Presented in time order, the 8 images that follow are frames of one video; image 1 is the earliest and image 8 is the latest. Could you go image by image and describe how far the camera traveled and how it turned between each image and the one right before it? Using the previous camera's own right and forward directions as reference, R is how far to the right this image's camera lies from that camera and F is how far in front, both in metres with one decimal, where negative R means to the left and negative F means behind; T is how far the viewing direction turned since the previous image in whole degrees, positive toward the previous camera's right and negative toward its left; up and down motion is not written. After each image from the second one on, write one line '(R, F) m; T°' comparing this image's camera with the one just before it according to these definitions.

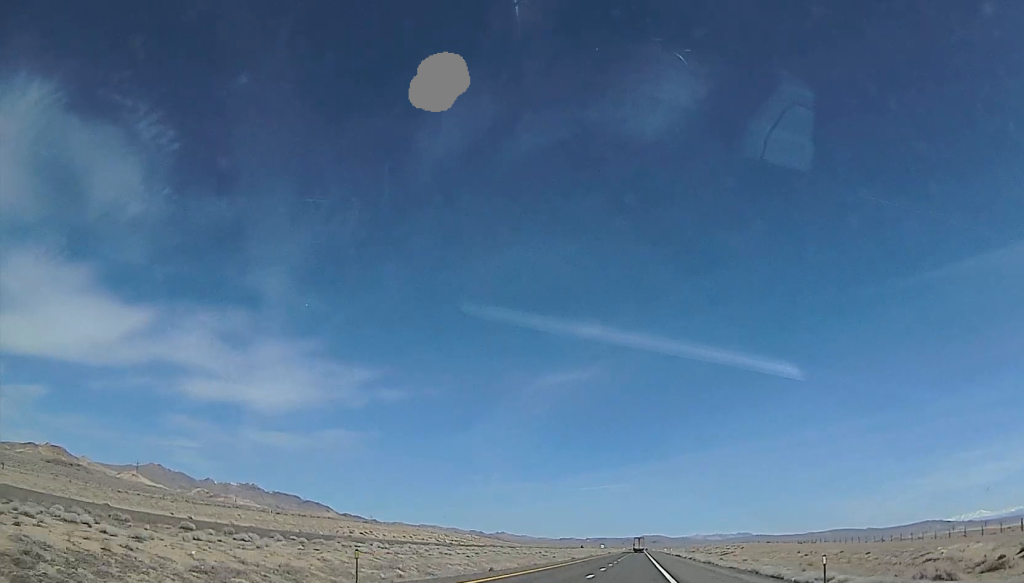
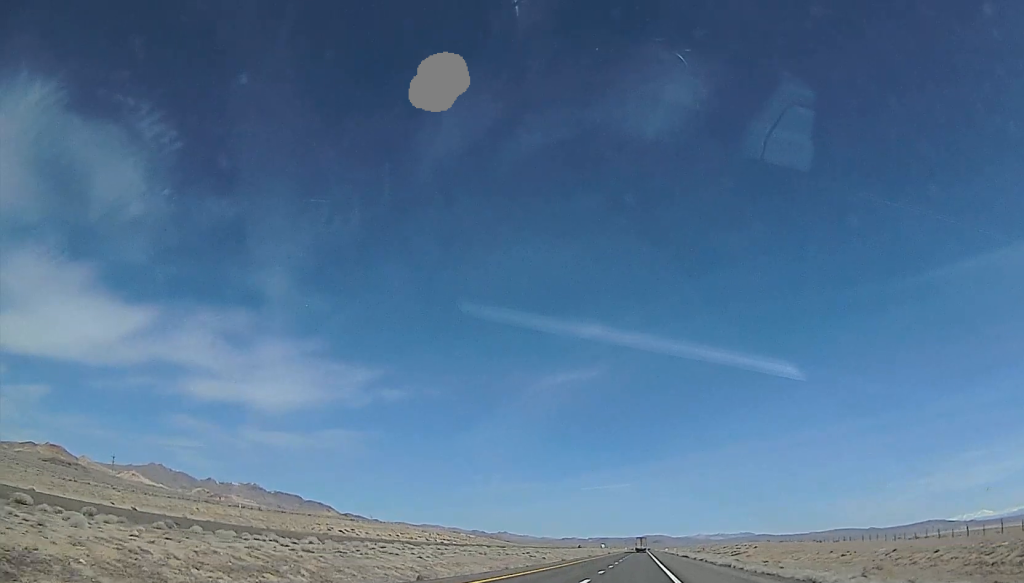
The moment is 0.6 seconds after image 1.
(0.0, +18.2) m; 0°
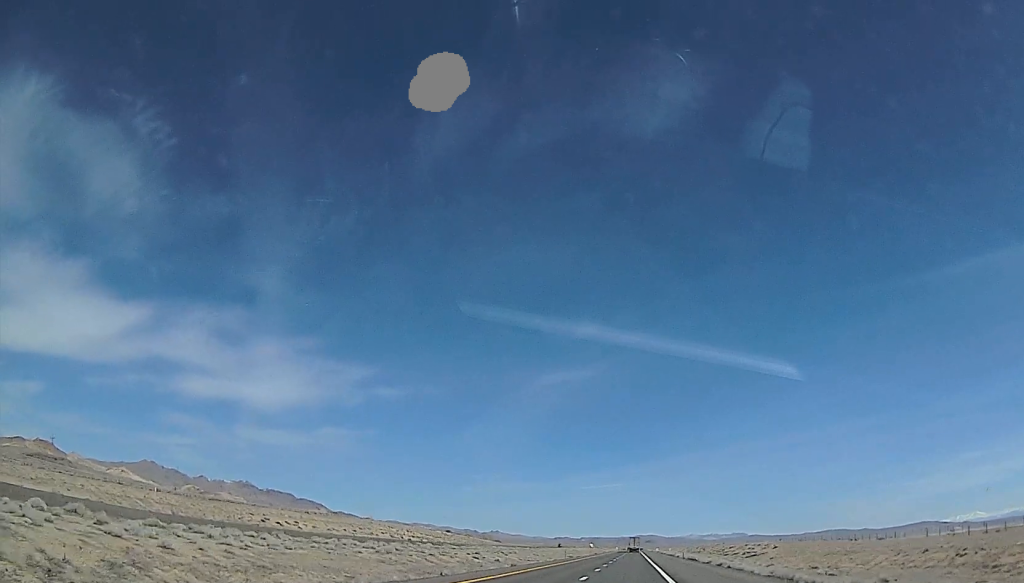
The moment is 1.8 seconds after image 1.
(0.0, +34.4) m; +2°
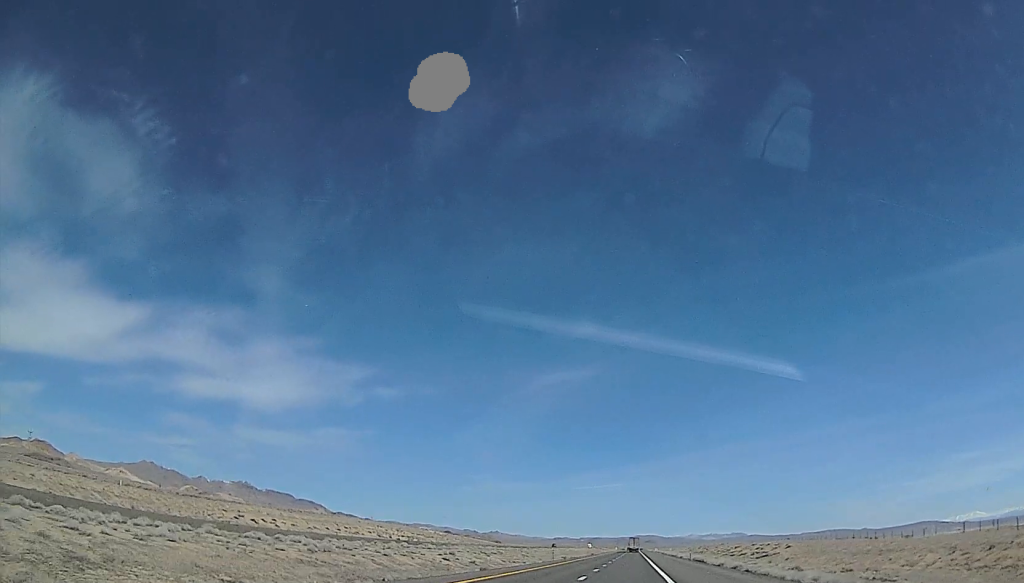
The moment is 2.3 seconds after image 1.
(+0.2, +12.5) m; 0°
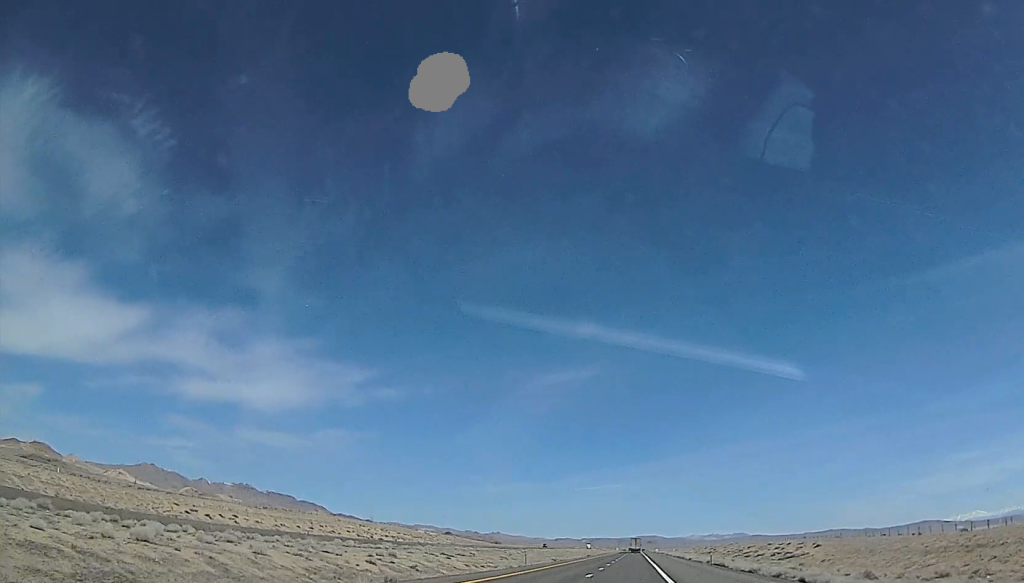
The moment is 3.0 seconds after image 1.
(+0.8, +20.3) m; 0°
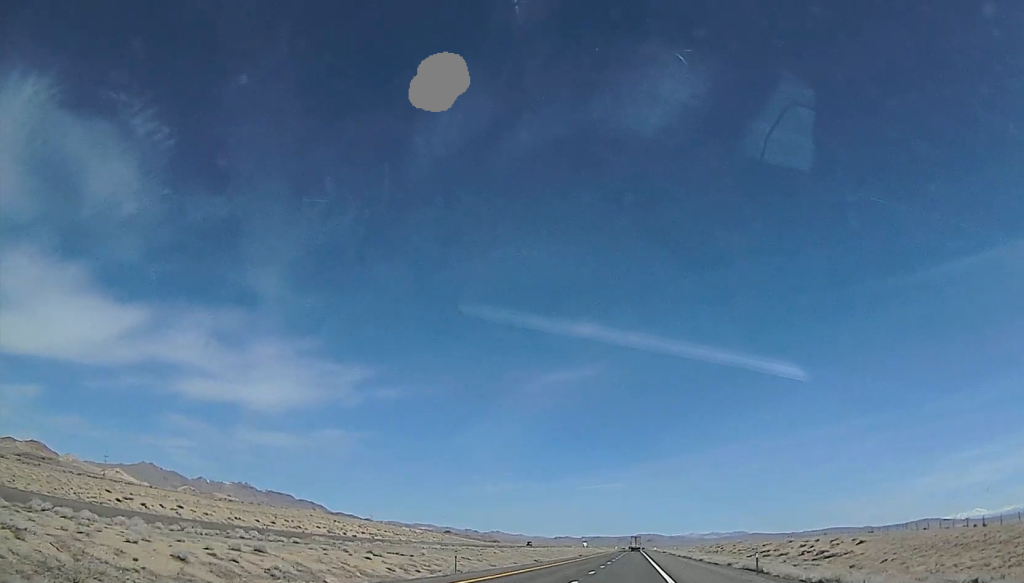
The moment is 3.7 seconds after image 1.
(-1.0, +22.4) m; -2°
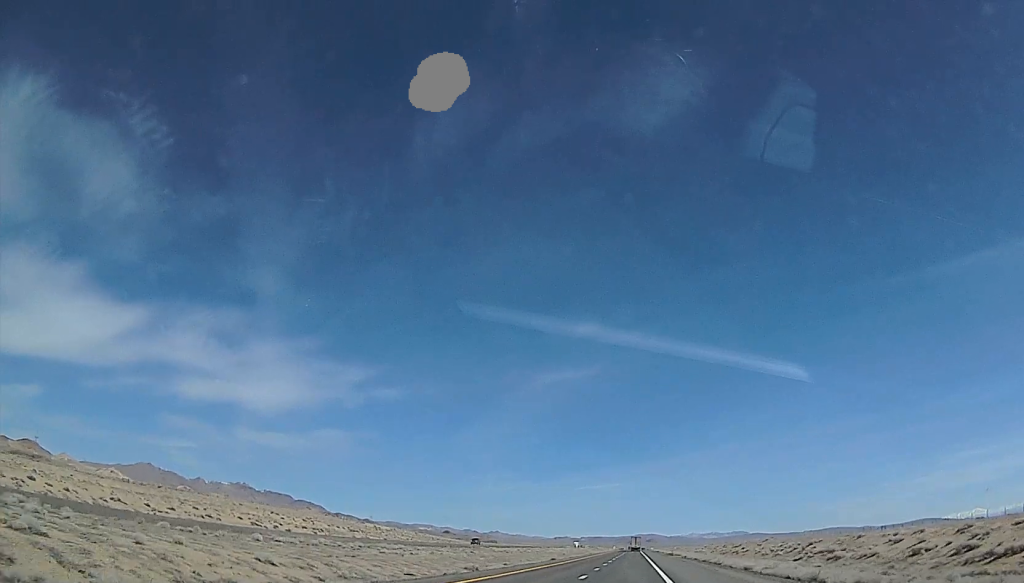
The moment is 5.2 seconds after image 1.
(+0.4, +43.4) m; +2°
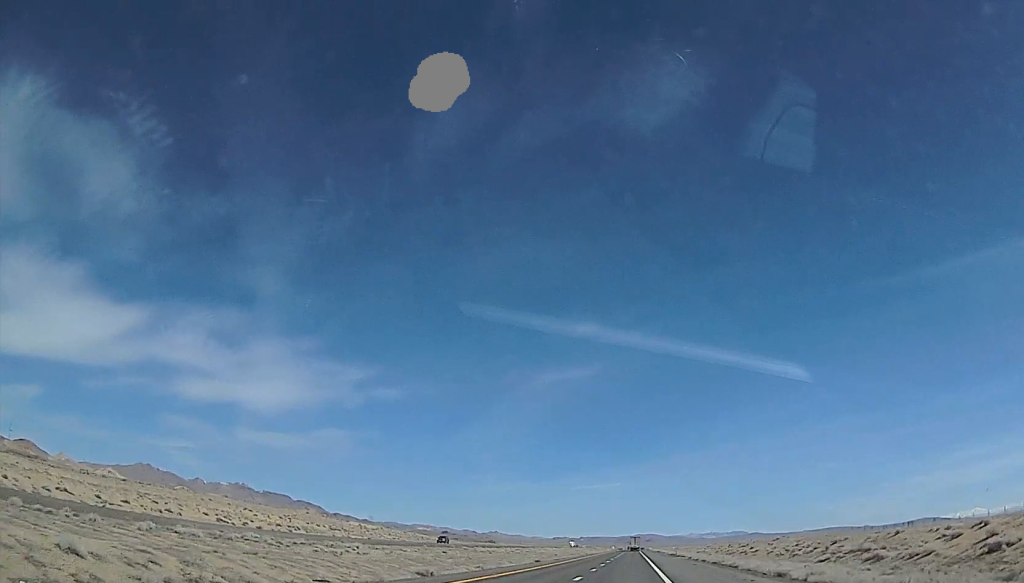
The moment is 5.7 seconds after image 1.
(+0.6, +14.4) m; 0°
